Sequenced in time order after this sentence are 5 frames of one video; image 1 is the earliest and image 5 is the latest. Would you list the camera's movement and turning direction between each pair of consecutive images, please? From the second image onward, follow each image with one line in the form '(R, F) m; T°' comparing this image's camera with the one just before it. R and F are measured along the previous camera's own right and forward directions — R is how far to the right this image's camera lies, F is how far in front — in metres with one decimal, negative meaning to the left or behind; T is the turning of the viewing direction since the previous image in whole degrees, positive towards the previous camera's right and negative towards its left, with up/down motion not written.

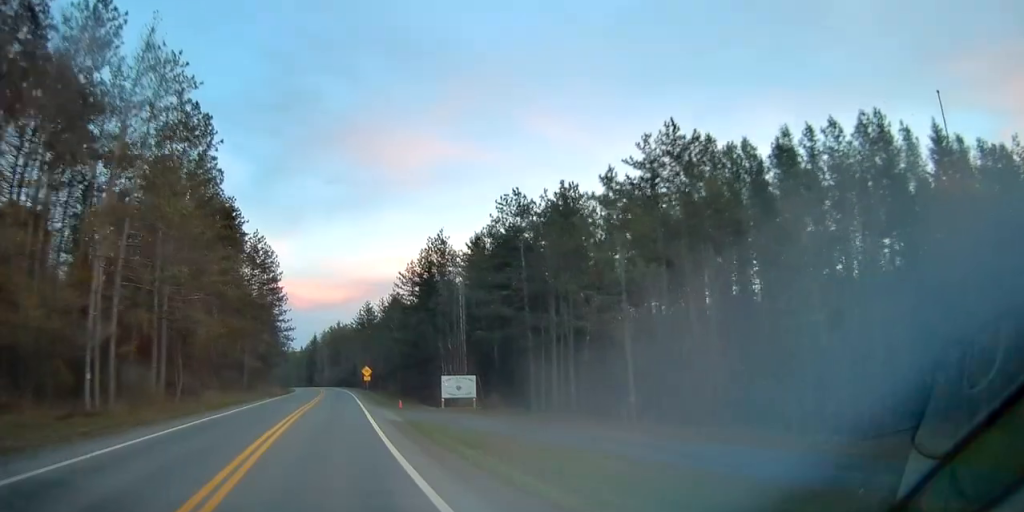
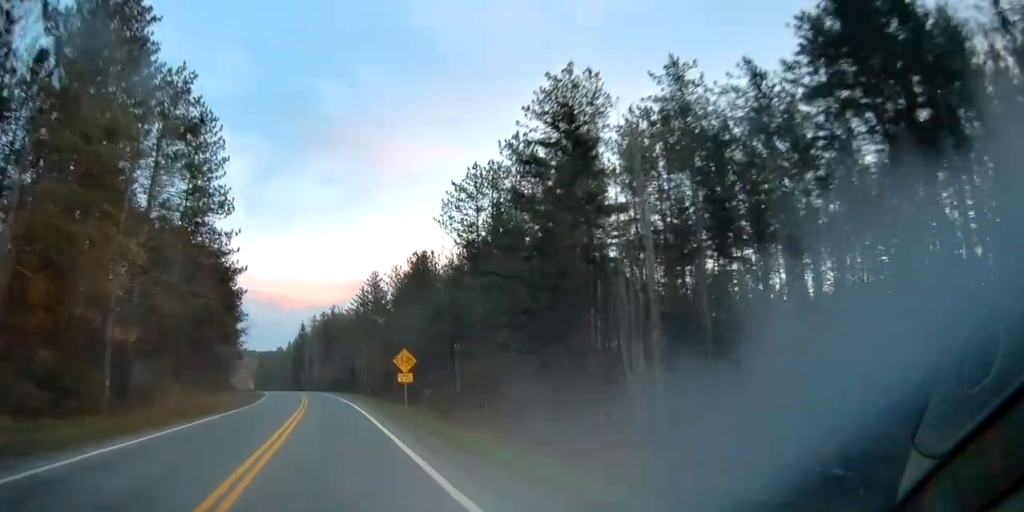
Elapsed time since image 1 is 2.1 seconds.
(+0.8, +42.1) m; +1°
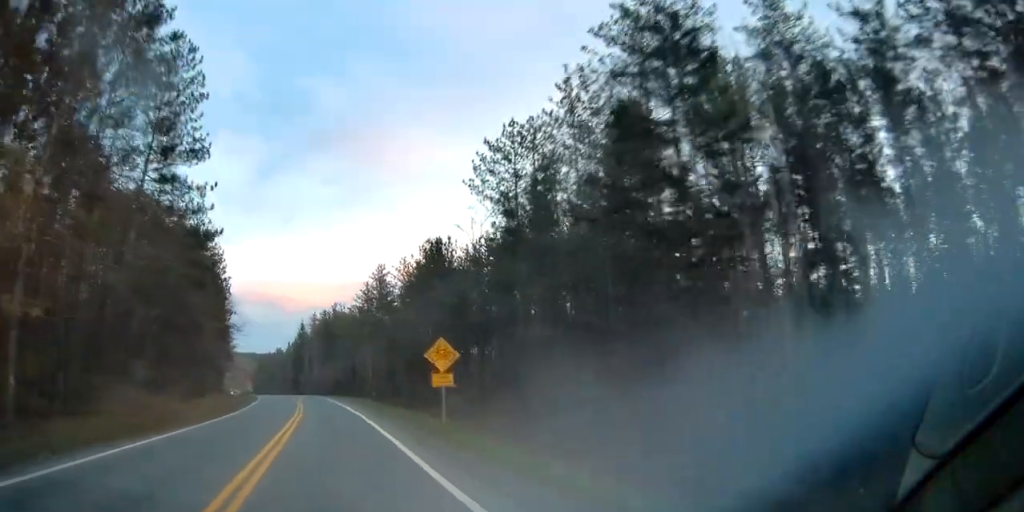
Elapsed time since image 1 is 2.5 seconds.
(+0.1, +9.5) m; 0°
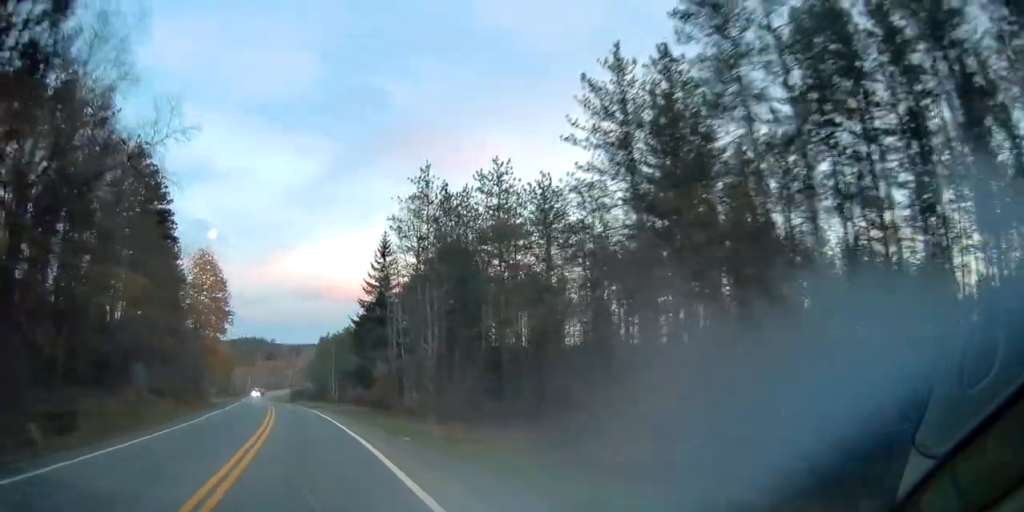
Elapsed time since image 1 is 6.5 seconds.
(-3.2, +81.7) m; -6°
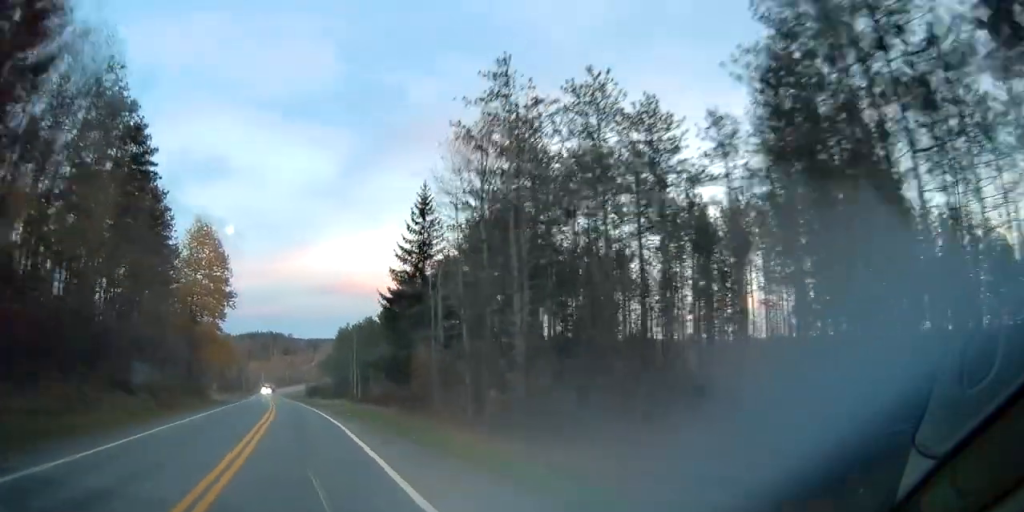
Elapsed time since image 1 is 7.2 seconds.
(-0.2, +14.5) m; -2°
